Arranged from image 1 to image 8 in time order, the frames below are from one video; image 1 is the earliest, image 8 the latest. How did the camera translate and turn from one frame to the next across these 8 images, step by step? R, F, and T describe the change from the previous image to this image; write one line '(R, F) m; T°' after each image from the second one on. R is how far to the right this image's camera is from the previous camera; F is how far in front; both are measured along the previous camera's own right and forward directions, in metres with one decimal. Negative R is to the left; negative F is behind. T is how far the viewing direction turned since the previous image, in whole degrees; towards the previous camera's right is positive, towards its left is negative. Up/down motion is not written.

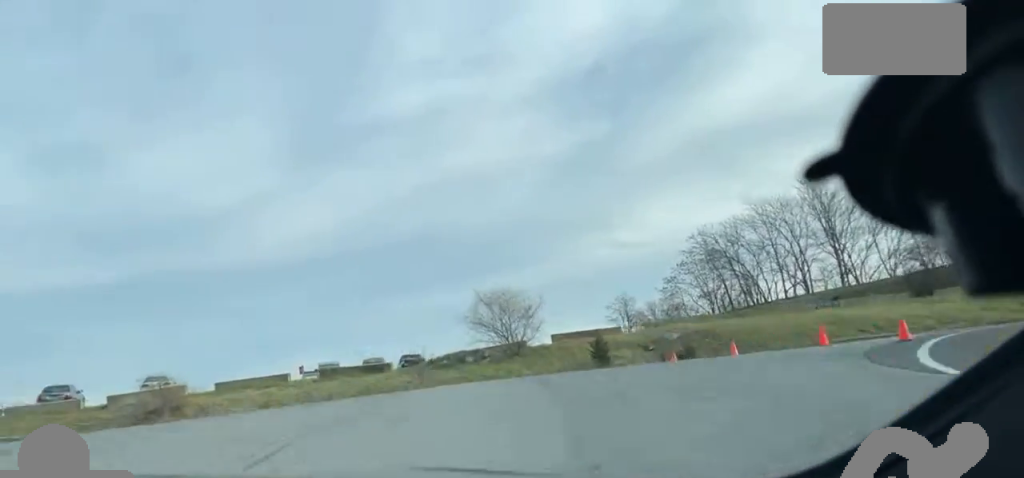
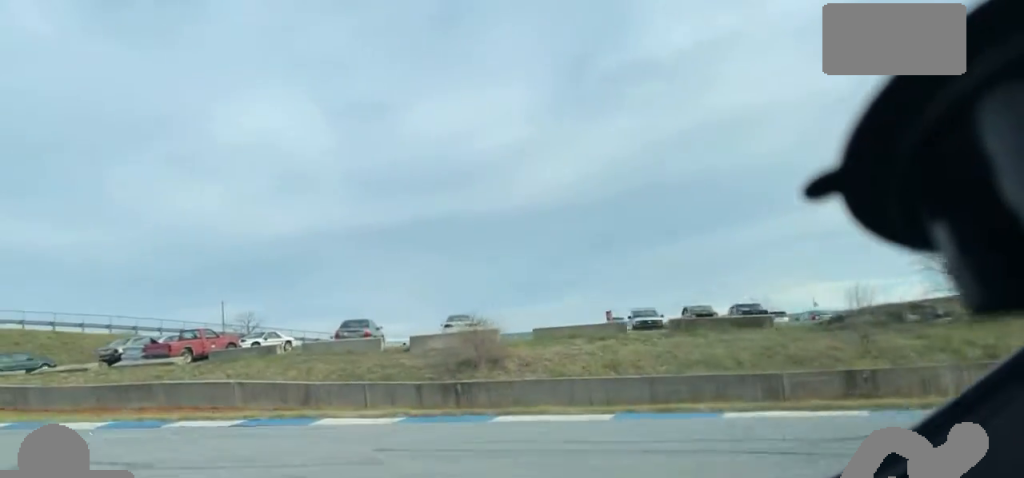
(-0.6, +12.2) m; -12°
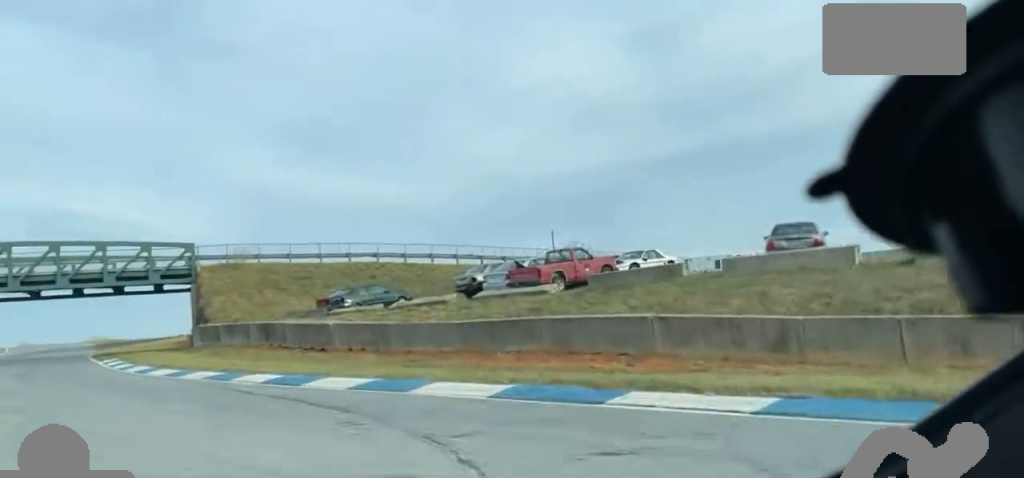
(-0.4, +12.7) m; -18°
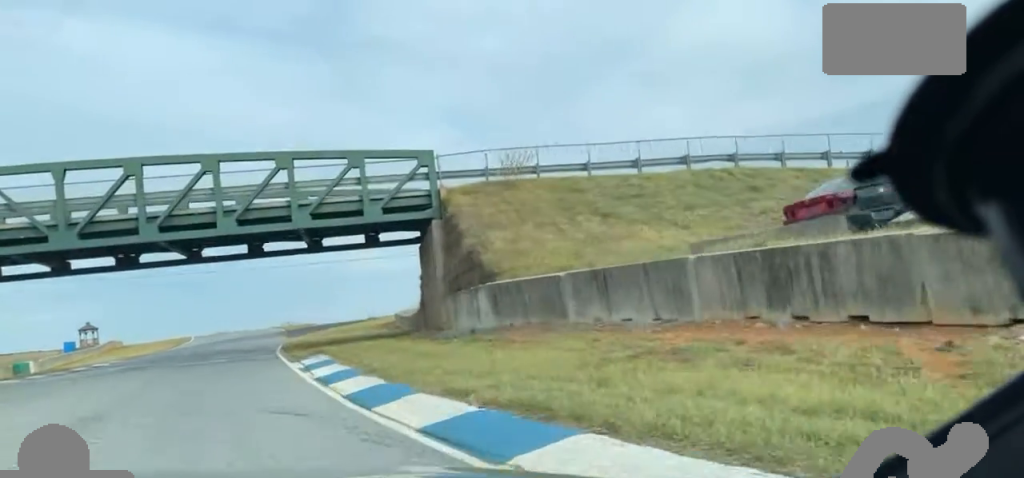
(-11.3, +26.9) m; -28°
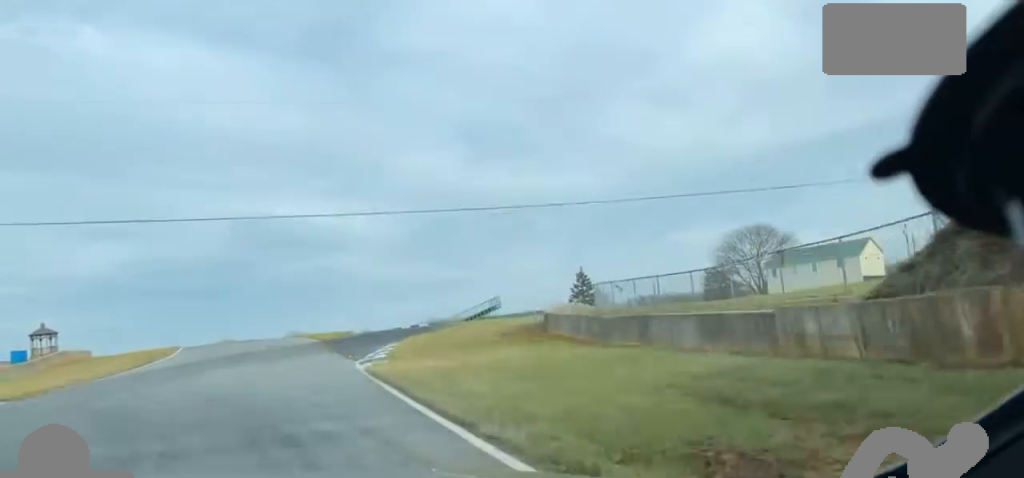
(-0.7, +34.0) m; +3°
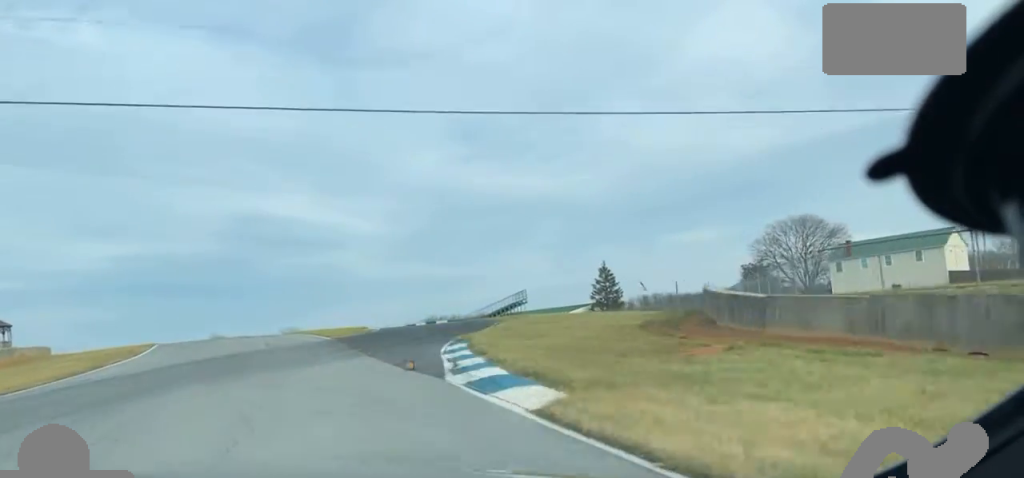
(+0.6, +15.5) m; +2°
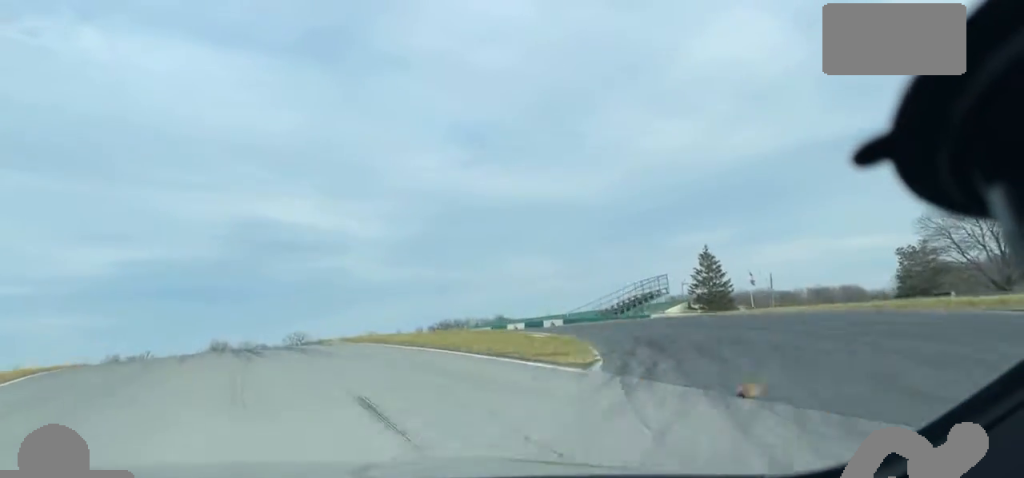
(+0.8, +37.3) m; 0°
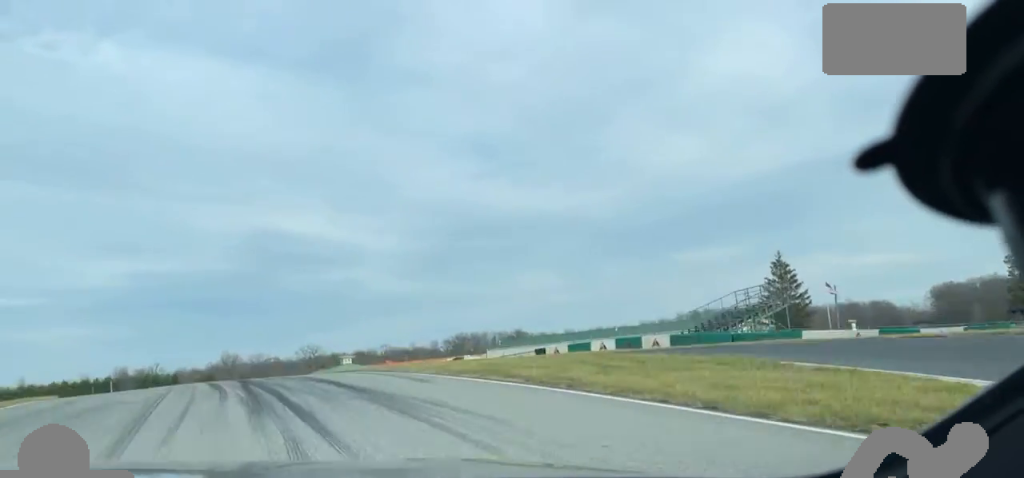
(-0.1, +15.0) m; -1°
